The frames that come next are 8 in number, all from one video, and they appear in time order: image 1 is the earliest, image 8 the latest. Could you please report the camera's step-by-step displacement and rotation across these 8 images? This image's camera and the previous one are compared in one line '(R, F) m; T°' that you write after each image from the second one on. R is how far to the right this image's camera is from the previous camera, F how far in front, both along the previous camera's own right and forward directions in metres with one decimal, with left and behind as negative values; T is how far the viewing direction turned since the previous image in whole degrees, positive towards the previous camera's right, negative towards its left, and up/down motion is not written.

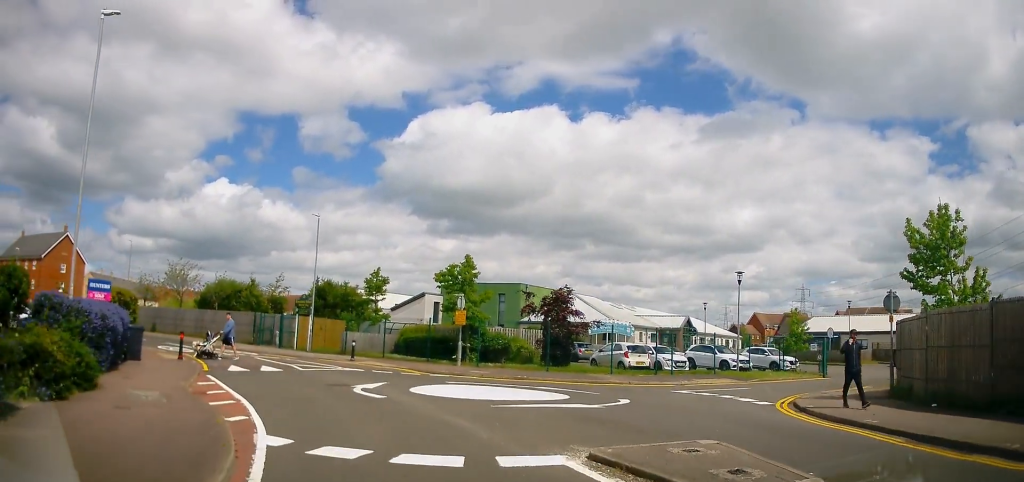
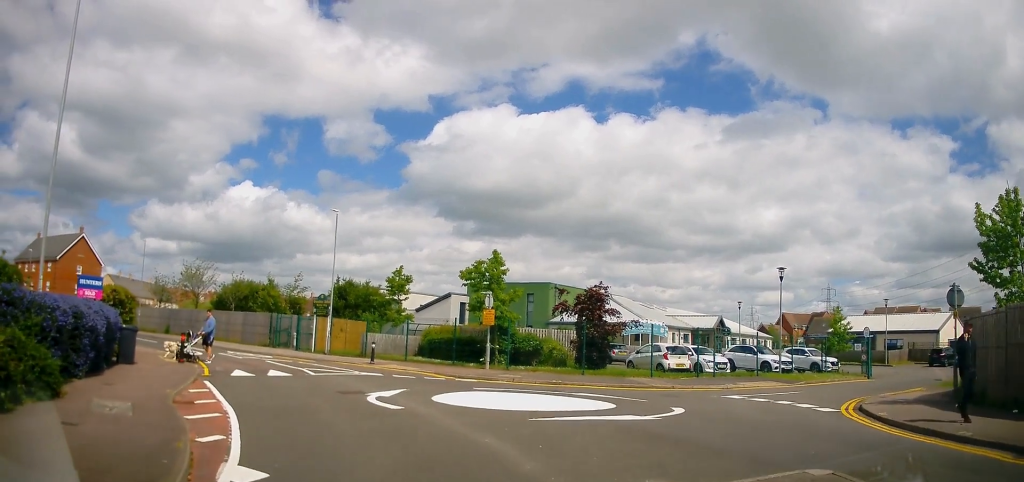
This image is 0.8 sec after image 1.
(+0.3, +2.1) m; +1°
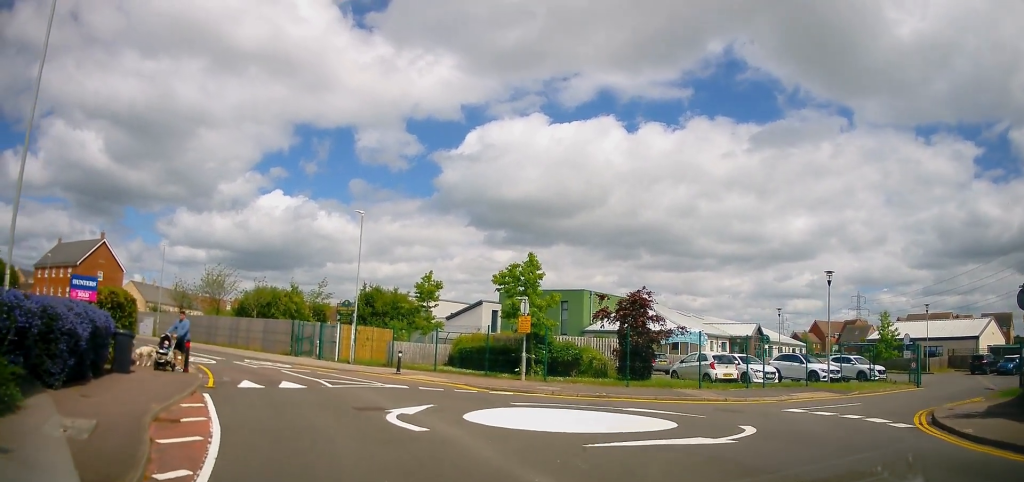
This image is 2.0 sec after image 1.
(-0.3, +2.3) m; -11°
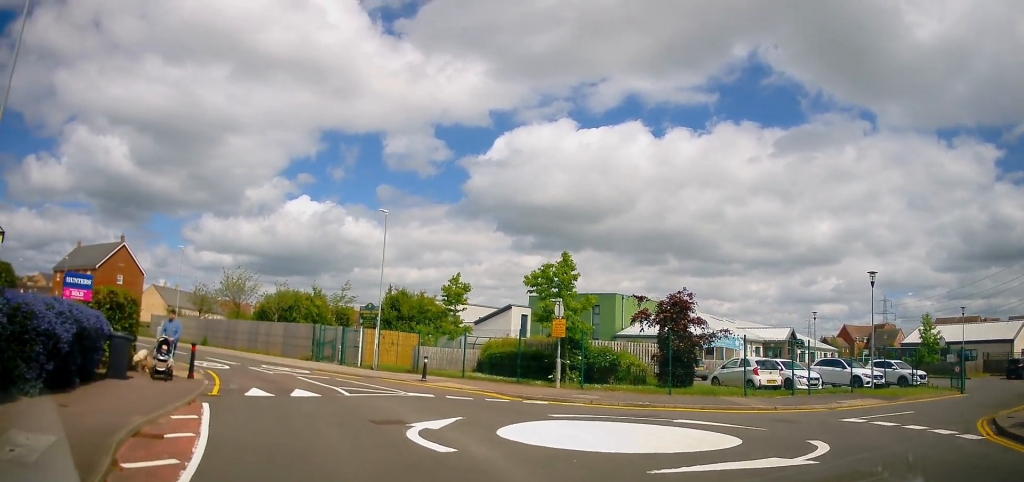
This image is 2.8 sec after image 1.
(-0.1, +1.5) m; -3°
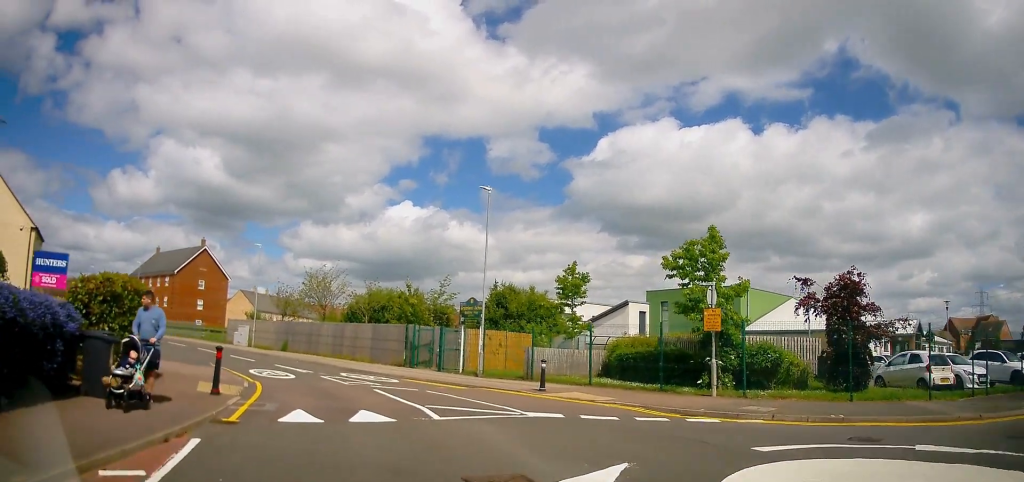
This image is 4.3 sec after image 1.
(-0.3, +4.5) m; -11°
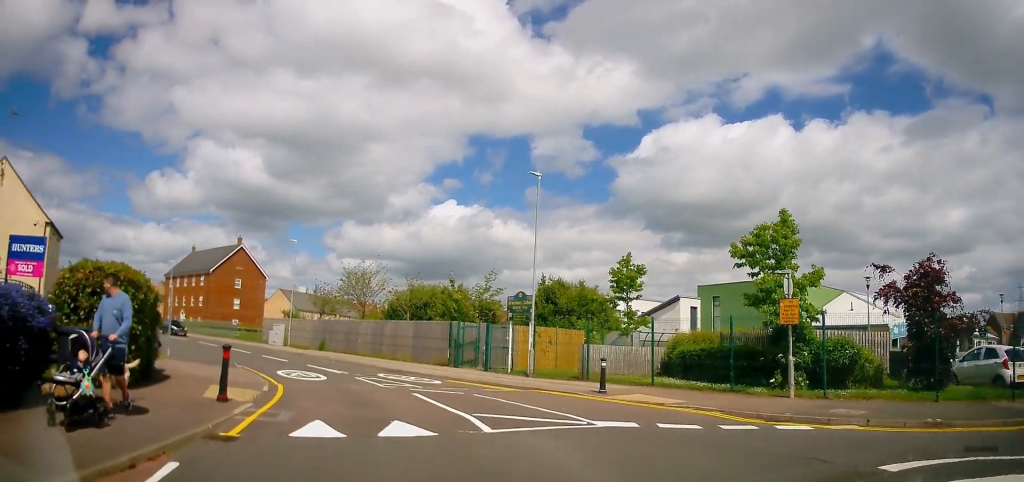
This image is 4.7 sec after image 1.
(0.0, +1.7) m; -4°
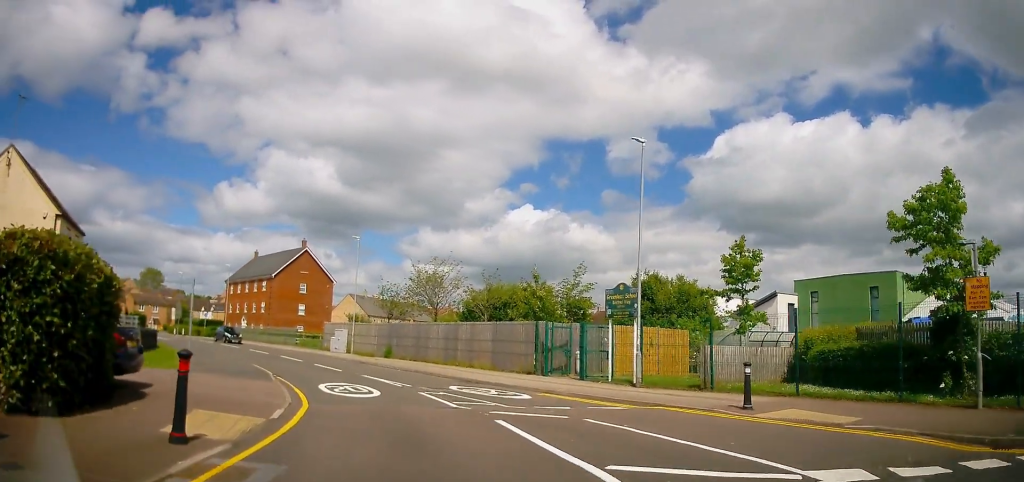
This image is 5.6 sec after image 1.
(-0.3, +3.9) m; -6°
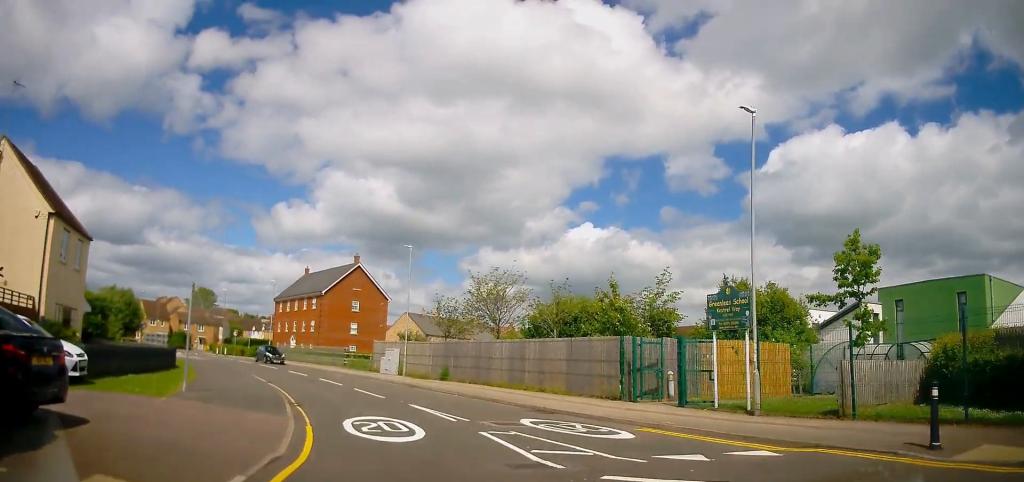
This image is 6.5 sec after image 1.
(-0.1, +3.9) m; -2°
